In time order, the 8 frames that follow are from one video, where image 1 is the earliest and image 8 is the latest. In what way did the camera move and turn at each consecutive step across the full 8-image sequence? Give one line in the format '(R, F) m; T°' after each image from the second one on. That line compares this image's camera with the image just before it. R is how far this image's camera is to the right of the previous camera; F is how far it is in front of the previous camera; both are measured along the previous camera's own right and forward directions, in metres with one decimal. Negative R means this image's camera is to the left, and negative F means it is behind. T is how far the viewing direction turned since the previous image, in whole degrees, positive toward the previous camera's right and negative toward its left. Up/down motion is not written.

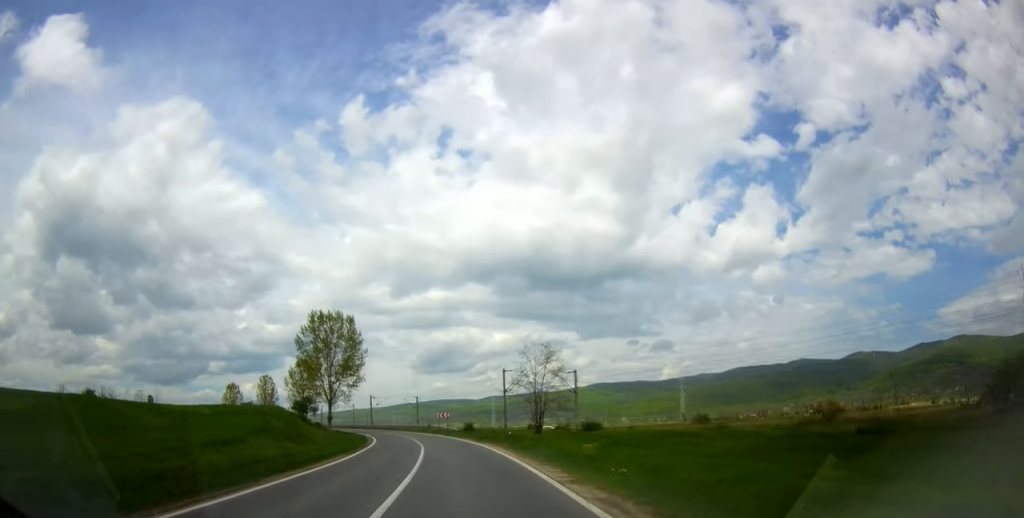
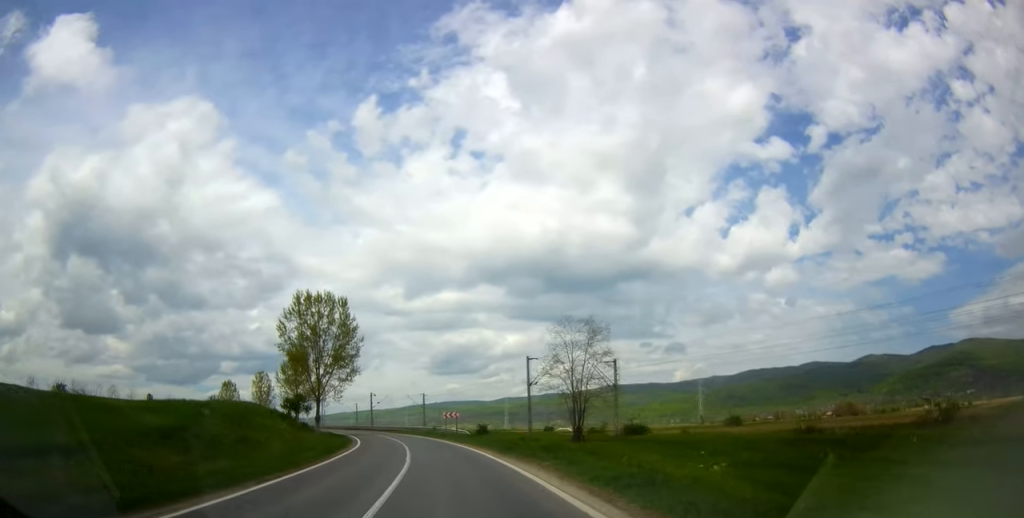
(-0.1, +14.7) m; -1°
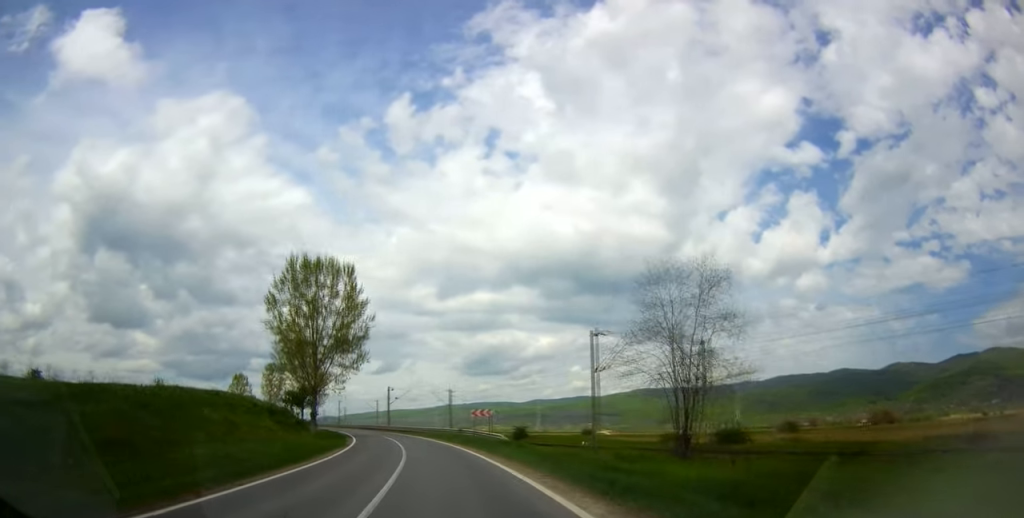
(-0.2, +16.5) m; -1°
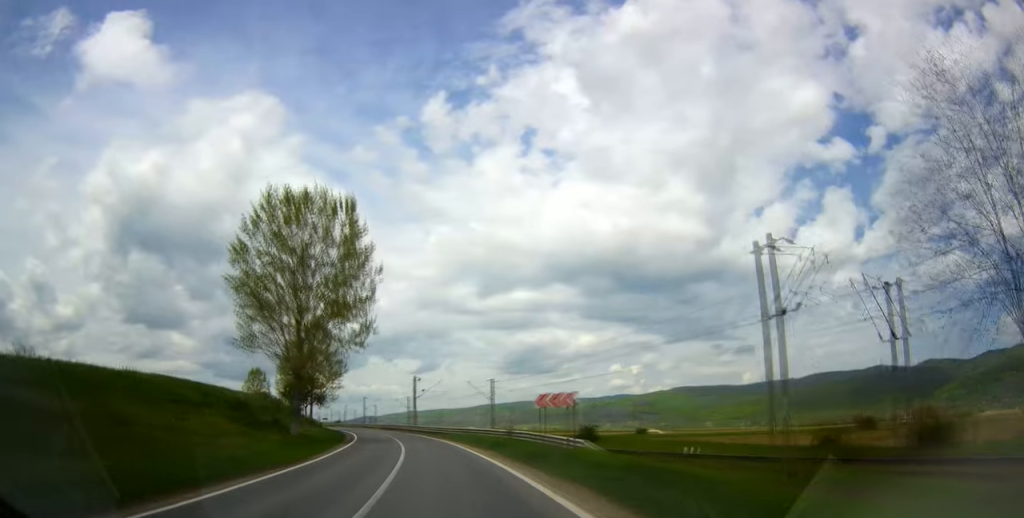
(-0.2, +19.1) m; -1°
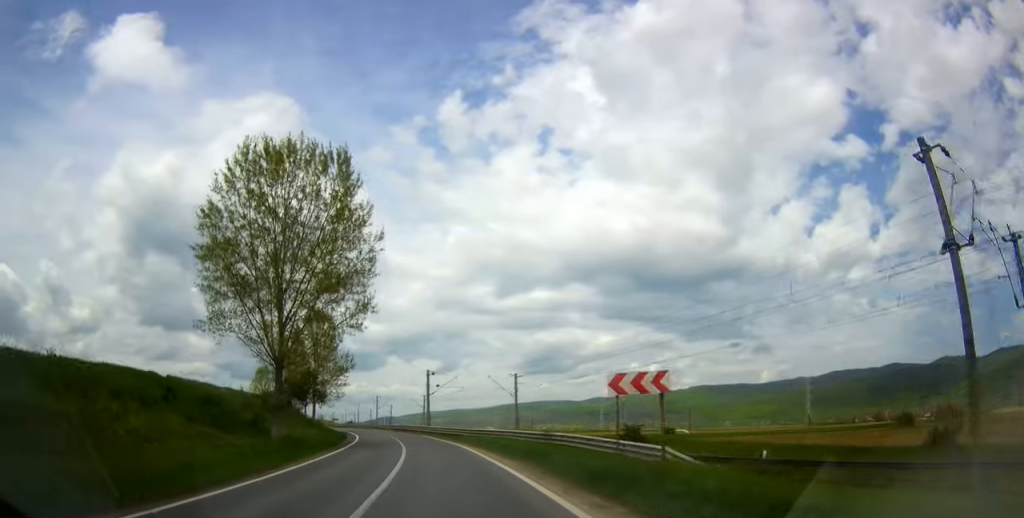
(0.0, +8.7) m; -2°
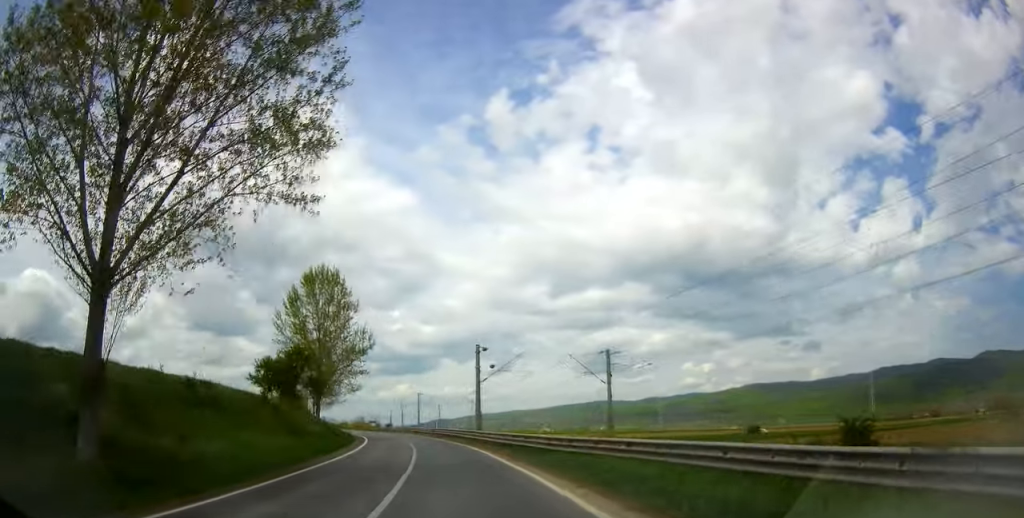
(-0.7, +22.6) m; -5°
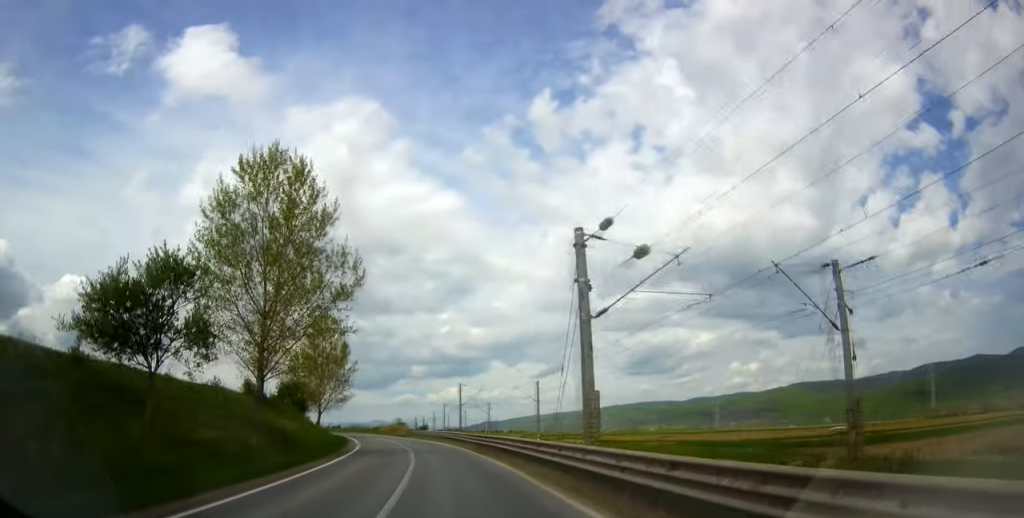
(-1.4, +26.1) m; -5°
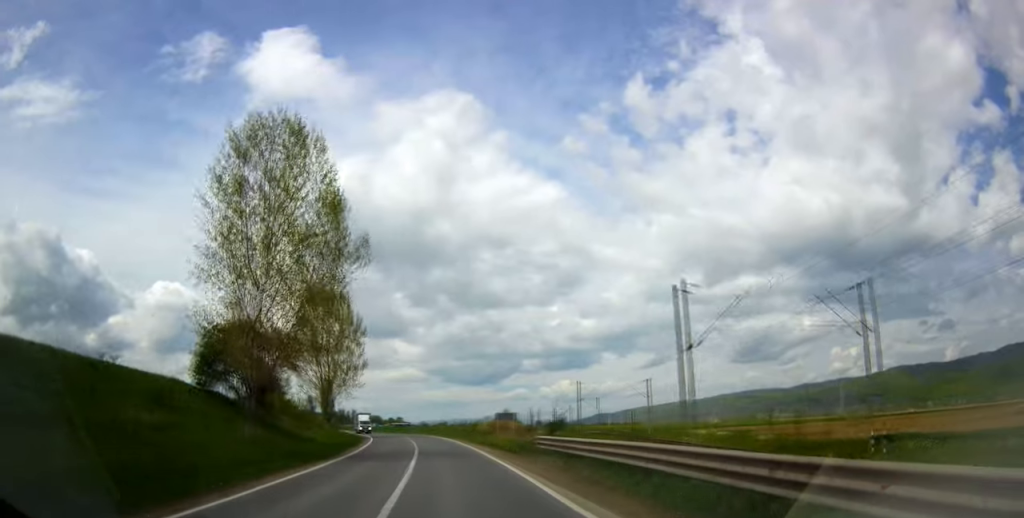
(-4.9, +52.7) m; -11°
